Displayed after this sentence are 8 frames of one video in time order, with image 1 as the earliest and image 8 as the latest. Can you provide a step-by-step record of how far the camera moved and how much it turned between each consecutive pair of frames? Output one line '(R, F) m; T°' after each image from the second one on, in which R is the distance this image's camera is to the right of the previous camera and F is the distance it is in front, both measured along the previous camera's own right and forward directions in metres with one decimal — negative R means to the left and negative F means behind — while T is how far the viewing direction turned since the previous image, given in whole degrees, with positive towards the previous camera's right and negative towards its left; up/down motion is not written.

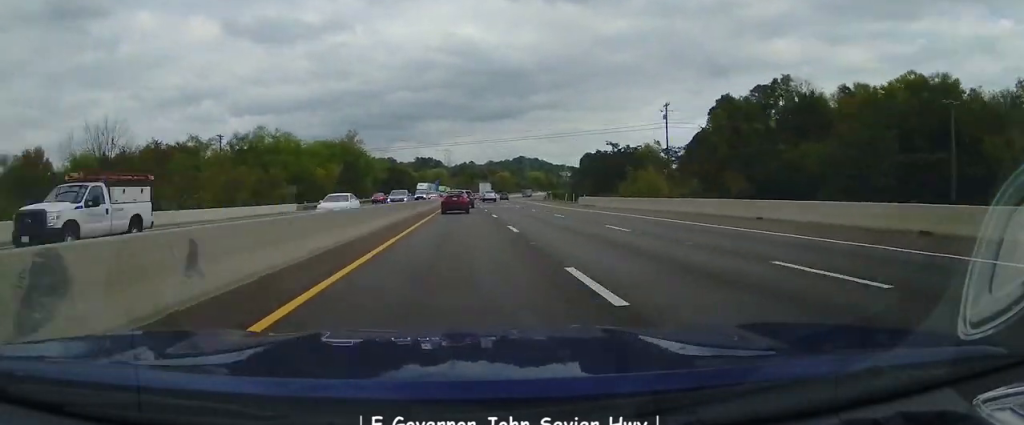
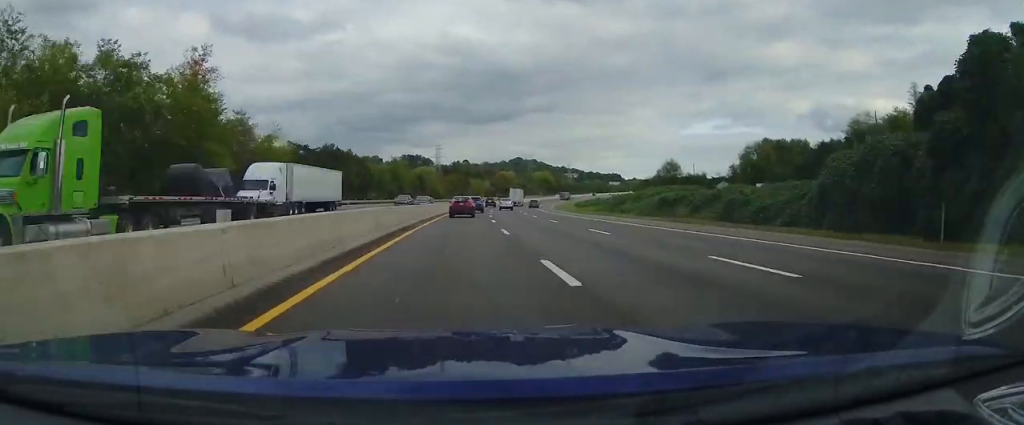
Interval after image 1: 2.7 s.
(-0.2, +84.3) m; +3°
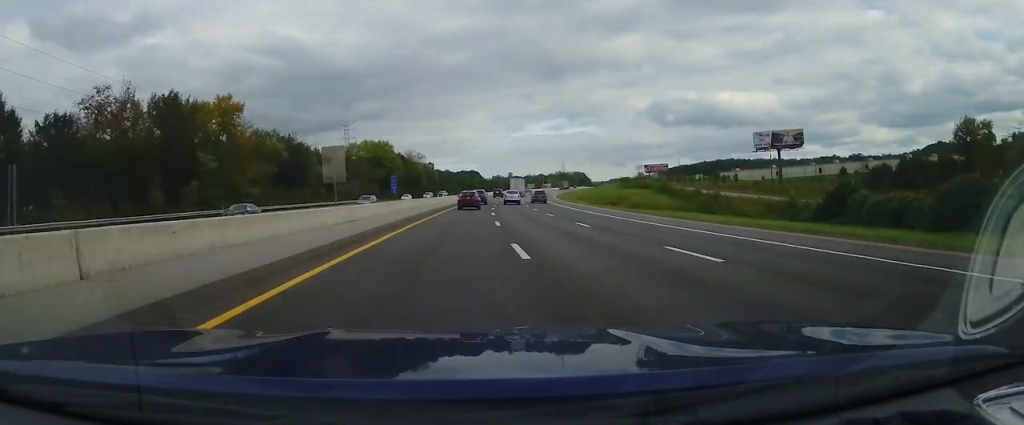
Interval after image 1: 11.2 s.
(+39.5, +274.6) m; +17°
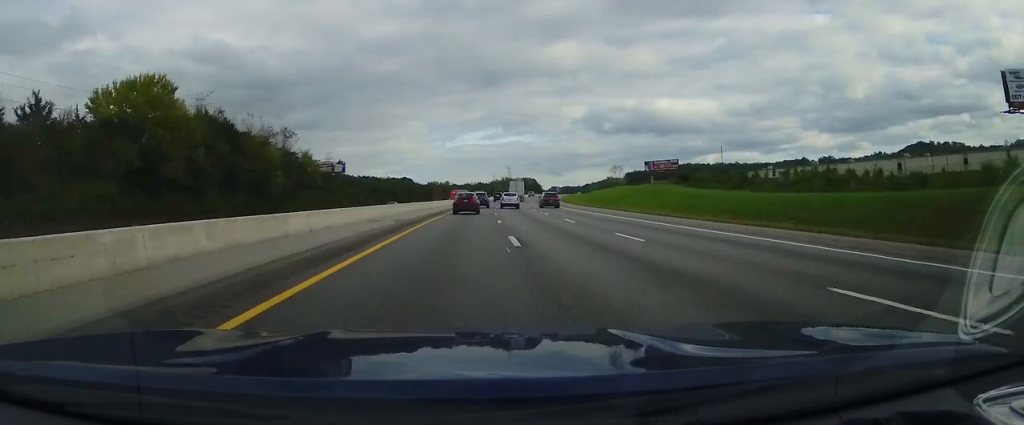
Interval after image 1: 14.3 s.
(+6.0, +102.8) m; +7°
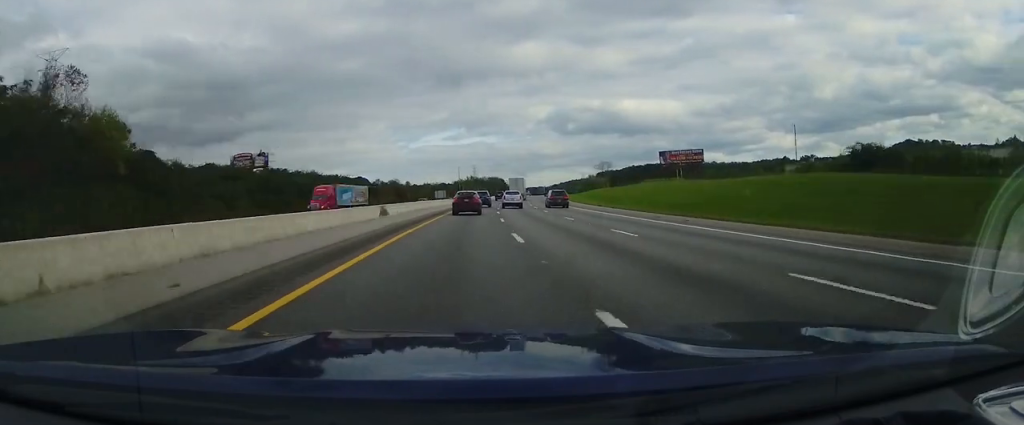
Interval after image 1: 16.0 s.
(+2.8, +58.1) m; +3°
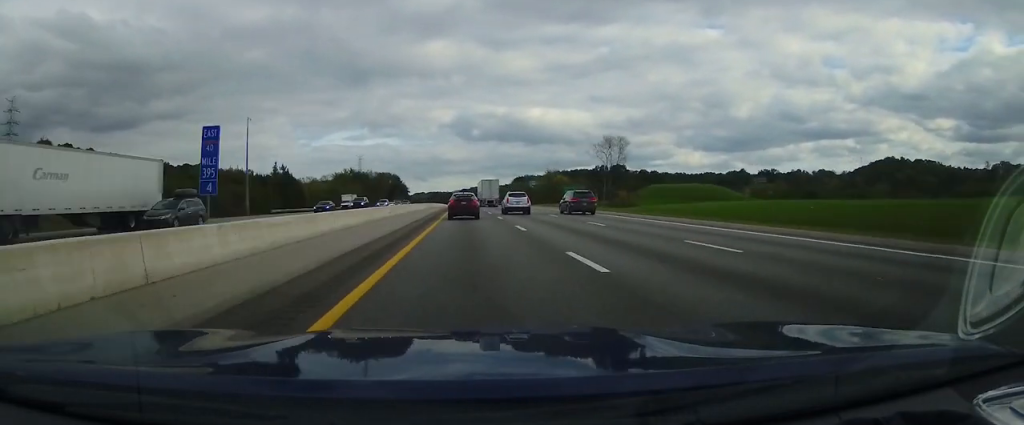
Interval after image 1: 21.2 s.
(+13.1, +174.5) m; +5°
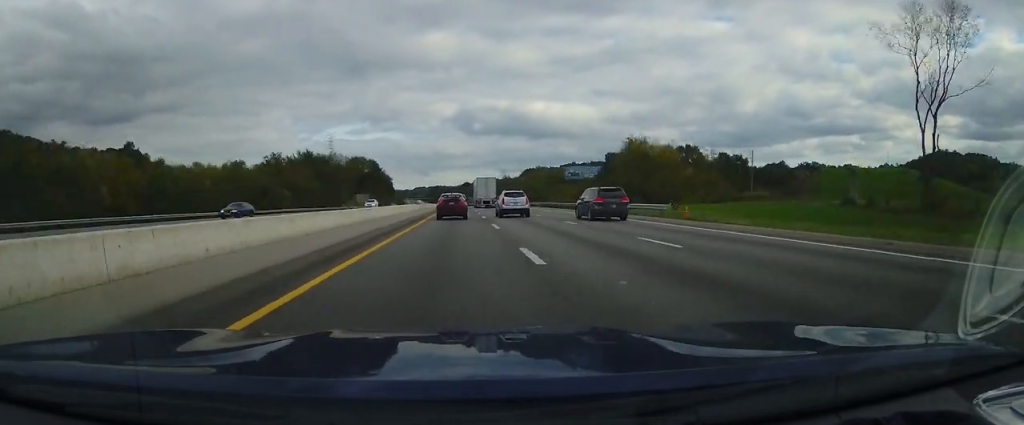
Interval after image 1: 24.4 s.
(+0.8, +108.3) m; 0°
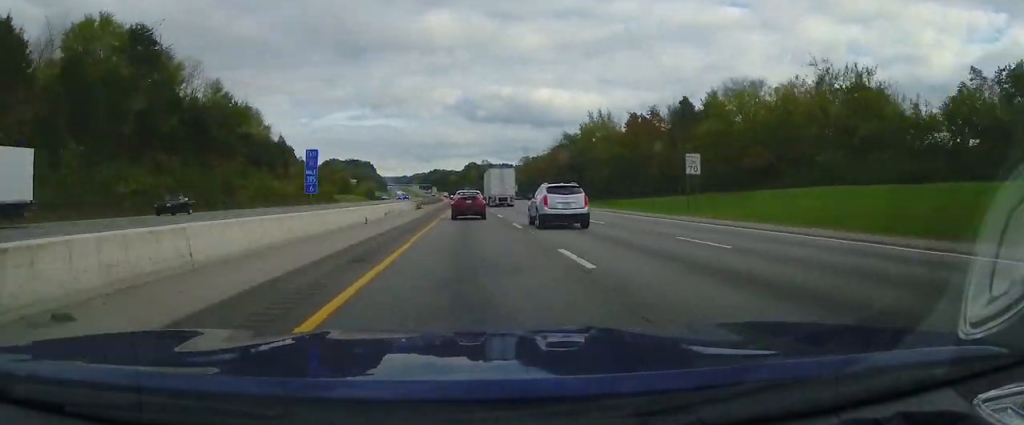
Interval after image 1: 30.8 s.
(0.0, +217.0) m; 0°
